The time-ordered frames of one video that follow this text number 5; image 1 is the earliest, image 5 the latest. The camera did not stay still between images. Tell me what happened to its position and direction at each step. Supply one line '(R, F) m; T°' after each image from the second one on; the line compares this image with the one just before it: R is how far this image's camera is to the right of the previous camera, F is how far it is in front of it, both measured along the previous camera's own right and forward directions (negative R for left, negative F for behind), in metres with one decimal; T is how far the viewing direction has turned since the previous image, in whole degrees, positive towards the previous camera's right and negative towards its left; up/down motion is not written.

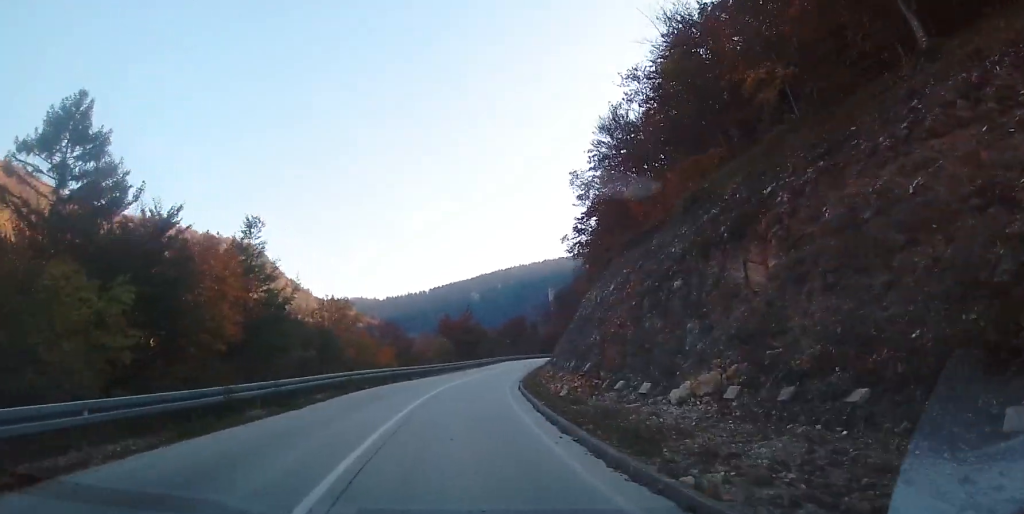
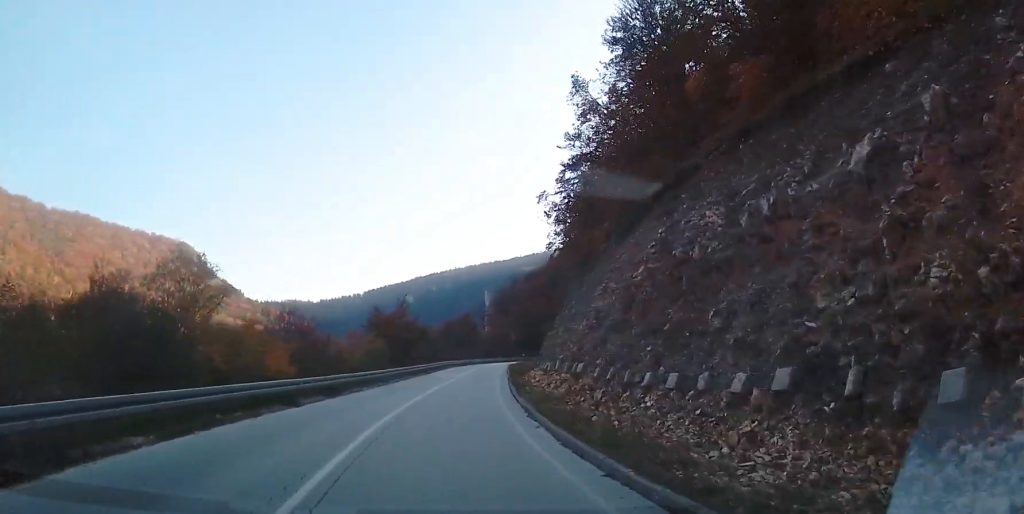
(+1.4, +19.9) m; +5°
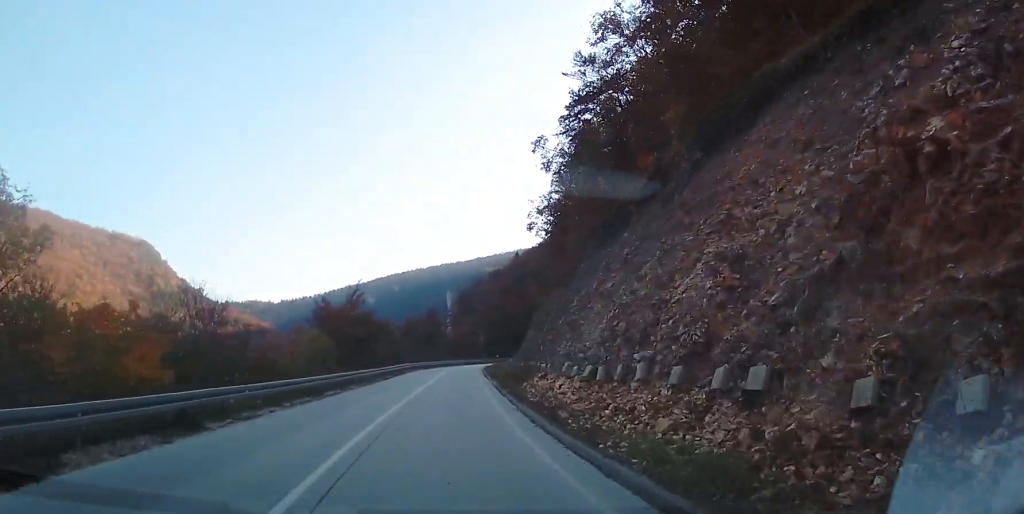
(+0.1, +12.6) m; +1°
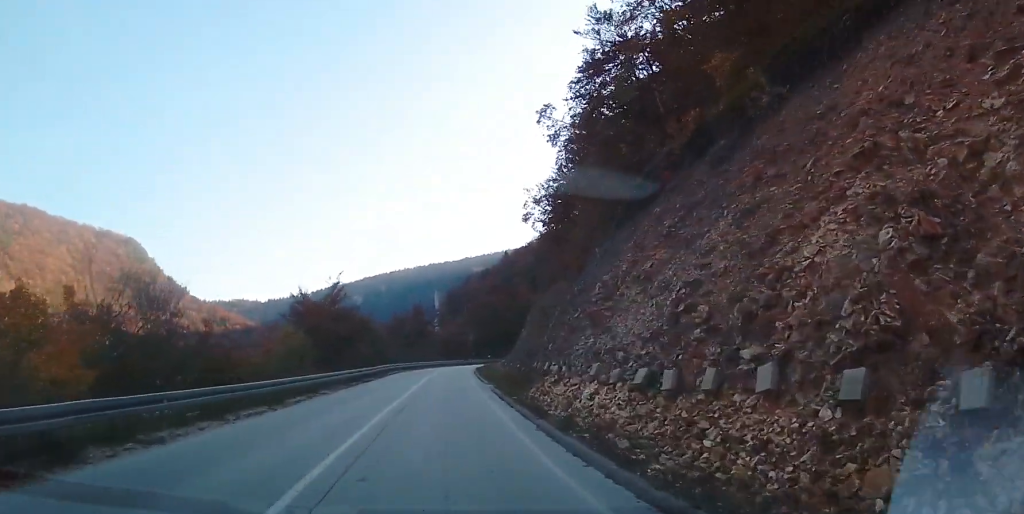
(0.0, +4.7) m; +1°
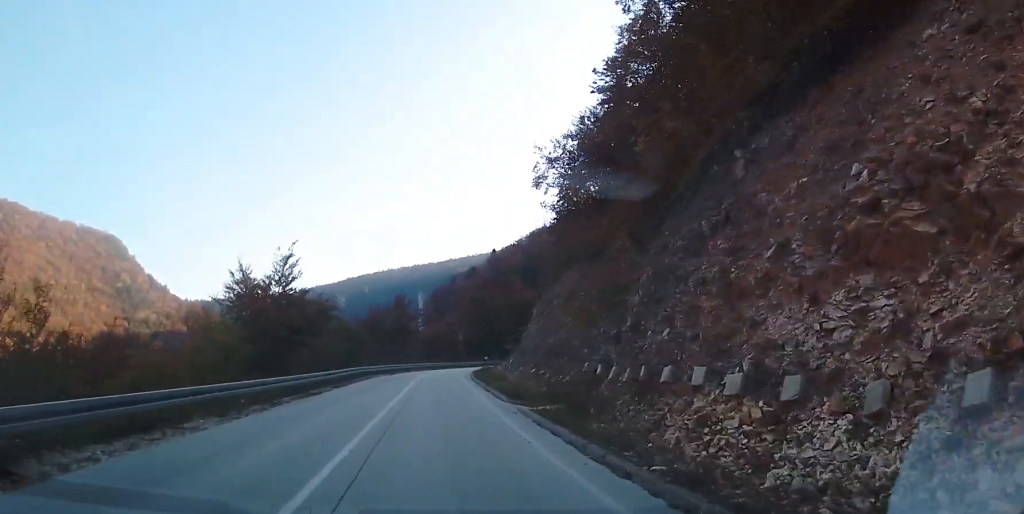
(+0.1, +12.9) m; +1°
